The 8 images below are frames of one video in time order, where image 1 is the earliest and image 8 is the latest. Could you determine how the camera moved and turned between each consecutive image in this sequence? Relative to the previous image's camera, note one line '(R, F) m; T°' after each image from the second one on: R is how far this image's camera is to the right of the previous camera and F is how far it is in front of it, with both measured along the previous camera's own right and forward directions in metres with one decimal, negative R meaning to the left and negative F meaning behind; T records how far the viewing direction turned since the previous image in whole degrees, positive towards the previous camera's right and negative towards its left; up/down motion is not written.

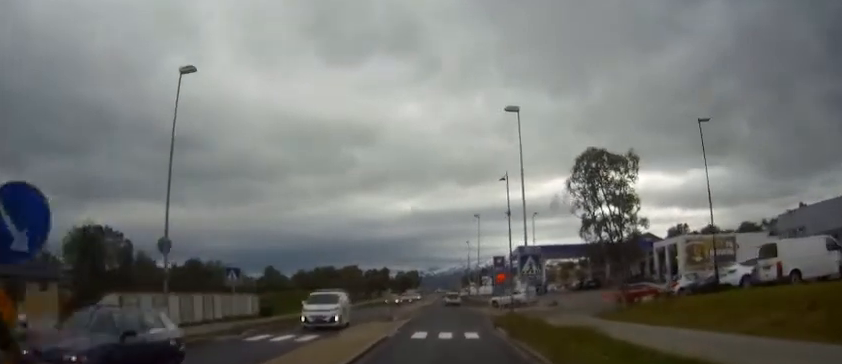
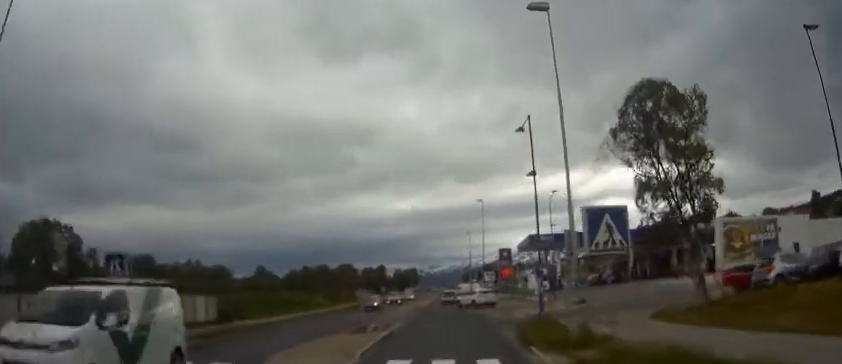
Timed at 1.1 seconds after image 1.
(0.0, +10.8) m; 0°
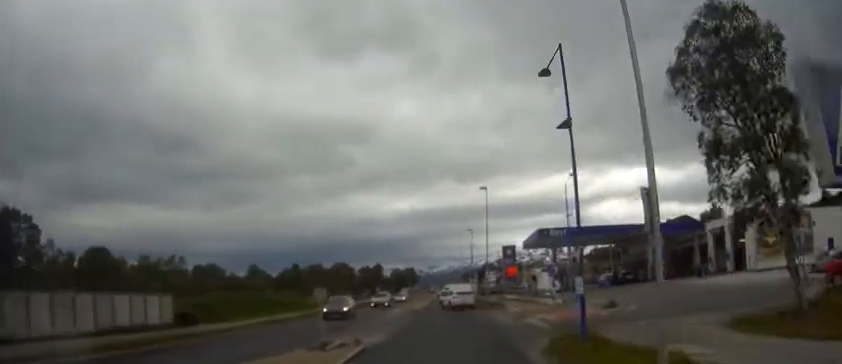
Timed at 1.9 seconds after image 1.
(0.0, +7.2) m; 0°
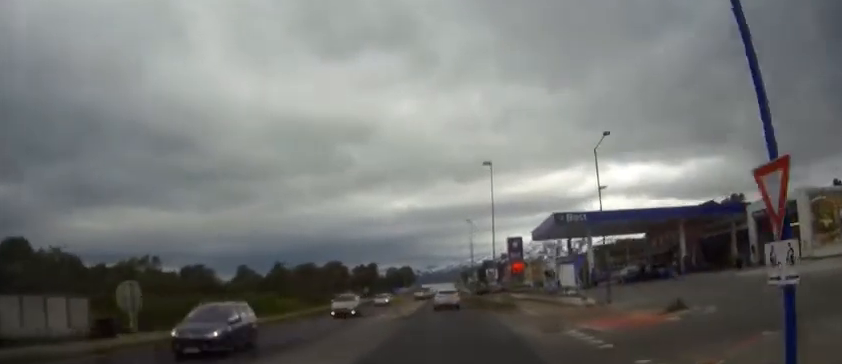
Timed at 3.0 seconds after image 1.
(0.0, +10.3) m; +1°
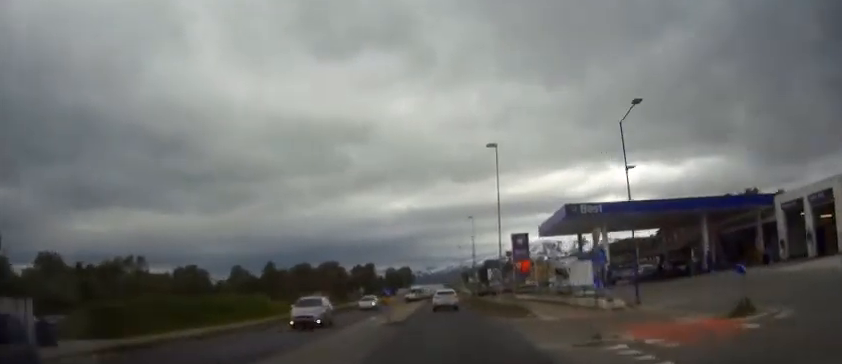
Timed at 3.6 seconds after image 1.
(+0.1, +5.5) m; 0°
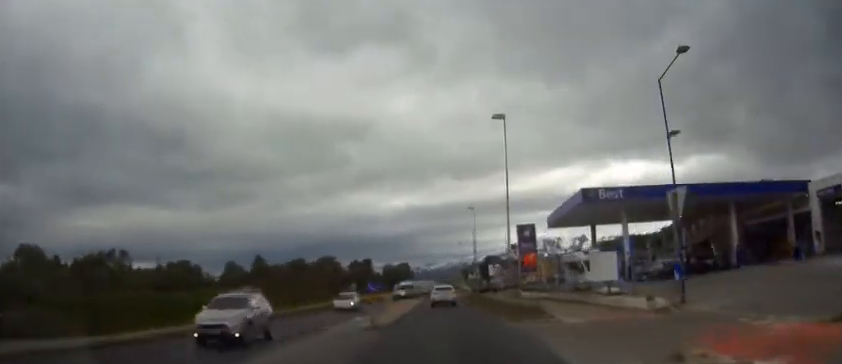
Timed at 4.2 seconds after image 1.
(+0.1, +5.8) m; 0°
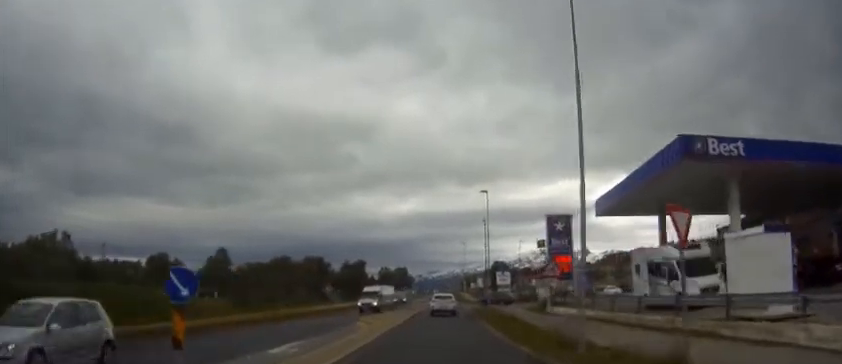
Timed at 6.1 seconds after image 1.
(-0.4, +16.8) m; -1°
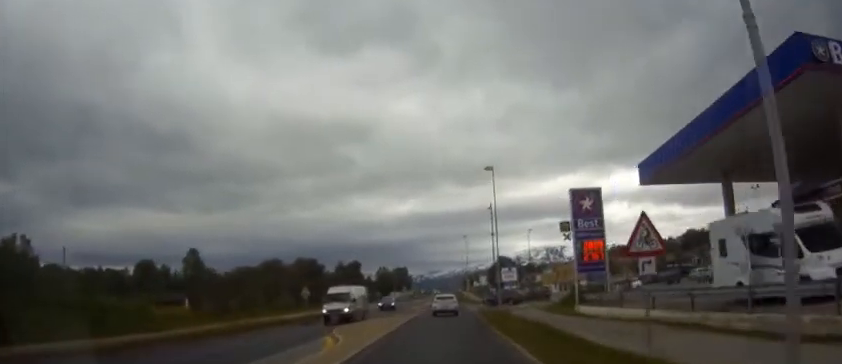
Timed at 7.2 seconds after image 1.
(+0.1, +9.4) m; 0°
